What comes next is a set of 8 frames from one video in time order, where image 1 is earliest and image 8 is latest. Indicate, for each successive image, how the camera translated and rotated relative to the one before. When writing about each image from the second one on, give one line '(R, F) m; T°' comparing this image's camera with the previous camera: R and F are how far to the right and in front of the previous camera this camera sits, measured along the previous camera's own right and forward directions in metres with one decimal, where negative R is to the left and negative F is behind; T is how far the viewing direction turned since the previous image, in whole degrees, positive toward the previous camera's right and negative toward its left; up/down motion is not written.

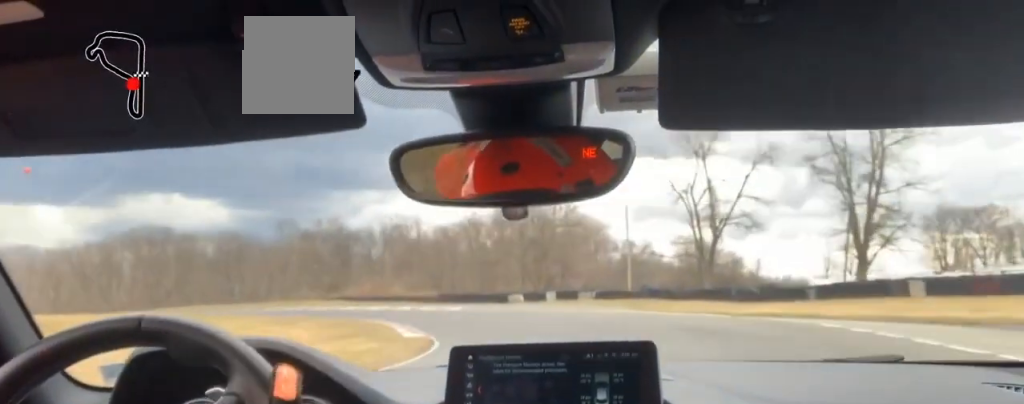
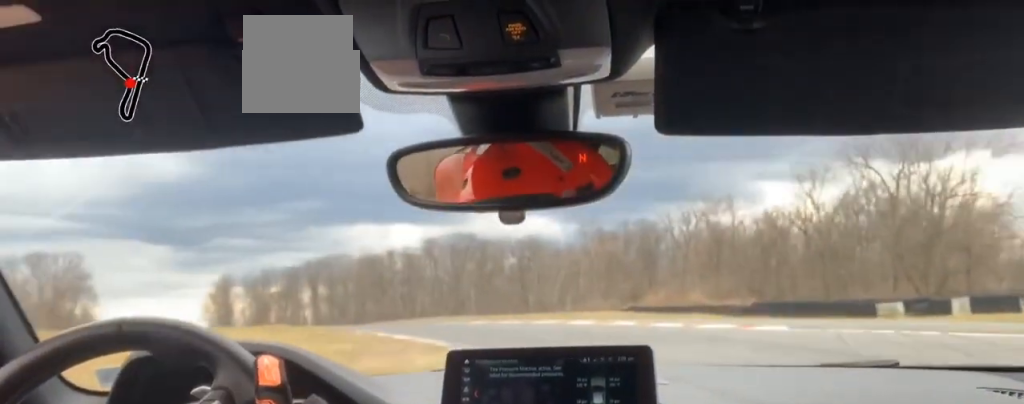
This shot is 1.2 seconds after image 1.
(-2.8, +39.3) m; -18°
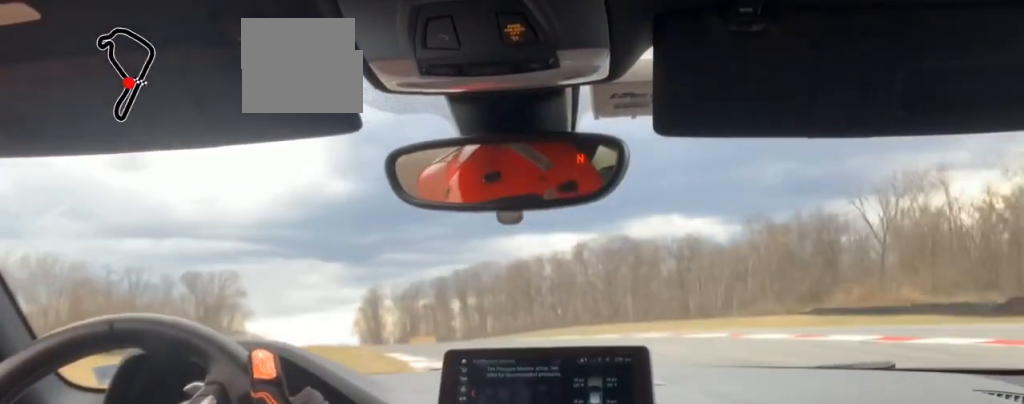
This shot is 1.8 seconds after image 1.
(-4.2, +17.5) m; -9°
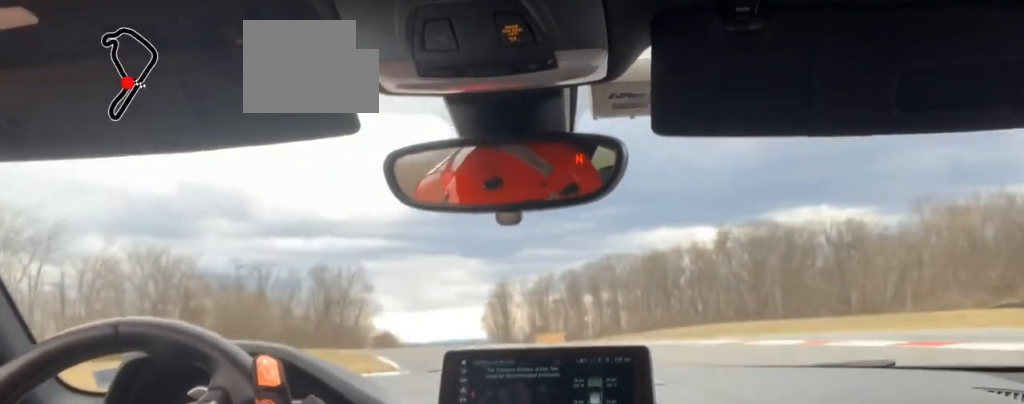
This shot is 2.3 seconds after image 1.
(-1.4, +15.8) m; -7°
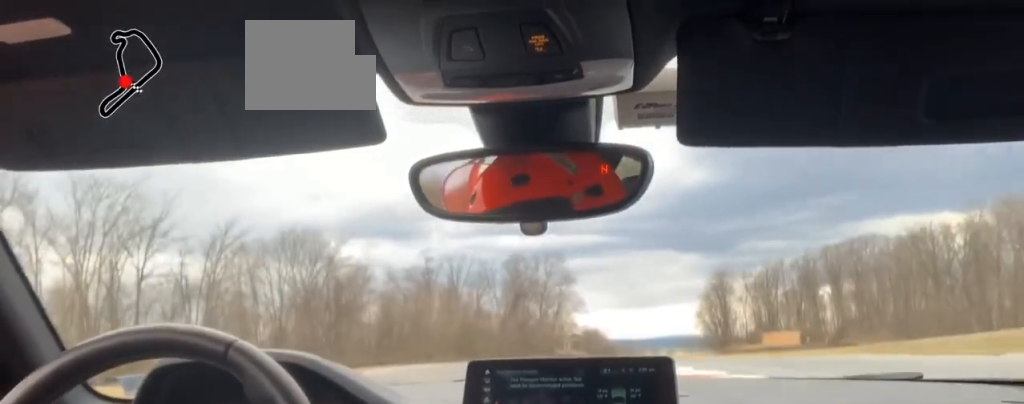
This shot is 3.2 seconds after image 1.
(-0.9, +30.7) m; -11°
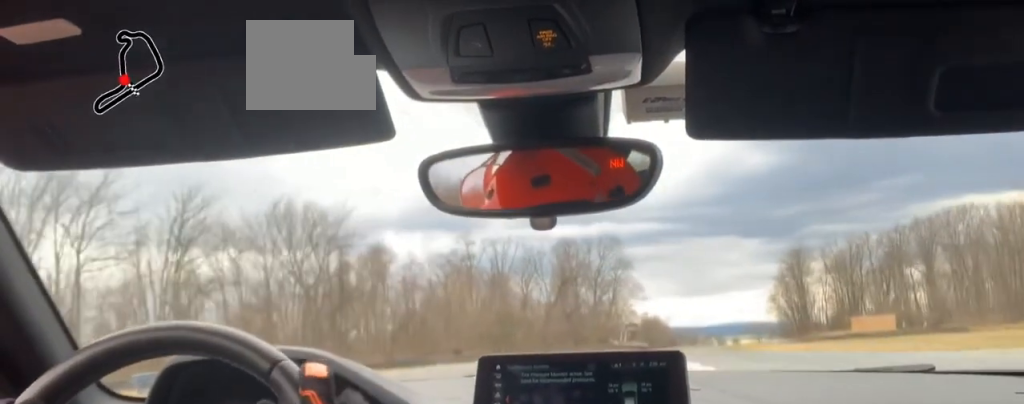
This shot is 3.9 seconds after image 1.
(-3.4, +22.1) m; -7°
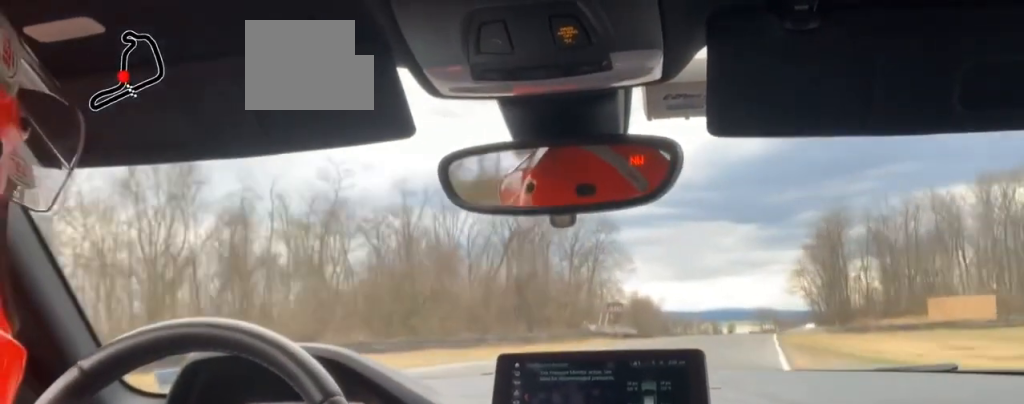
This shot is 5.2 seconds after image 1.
(-1.9, +47.9) m; -4°
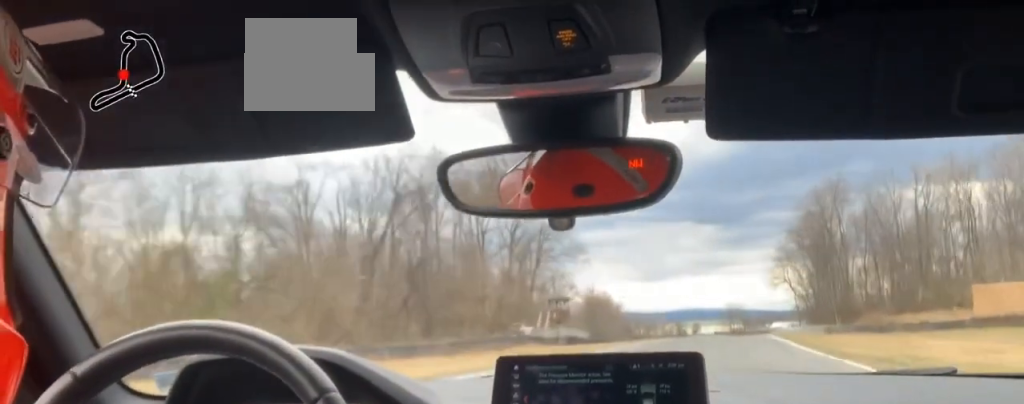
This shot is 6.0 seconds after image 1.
(-1.2, +29.6) m; +2°
